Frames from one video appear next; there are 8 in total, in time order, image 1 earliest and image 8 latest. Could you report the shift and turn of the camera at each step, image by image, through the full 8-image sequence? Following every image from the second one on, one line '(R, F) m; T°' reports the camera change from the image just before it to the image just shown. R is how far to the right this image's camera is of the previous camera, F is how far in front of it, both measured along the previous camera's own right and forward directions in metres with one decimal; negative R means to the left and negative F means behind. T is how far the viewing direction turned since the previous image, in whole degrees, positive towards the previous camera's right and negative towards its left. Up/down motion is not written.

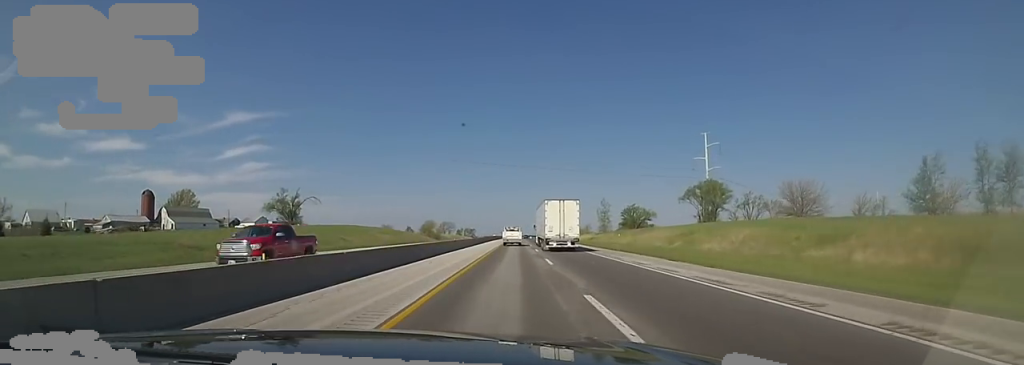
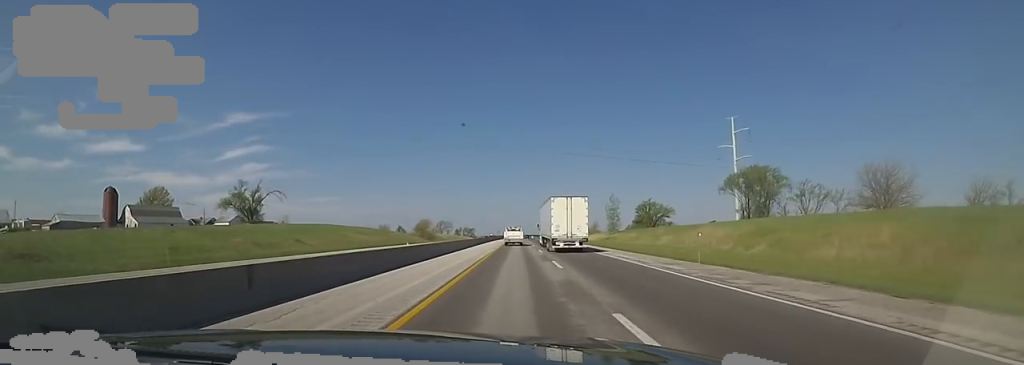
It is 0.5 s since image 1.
(-0.1, +18.0) m; 0°
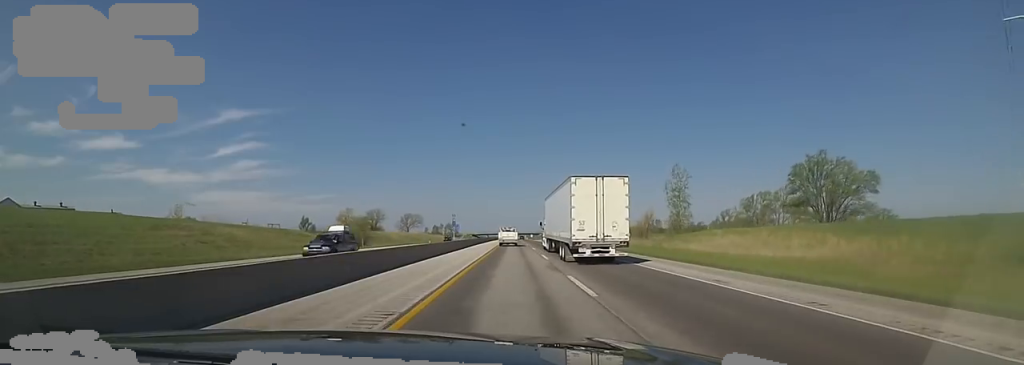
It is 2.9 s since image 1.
(+0.2, +84.8) m; -2°
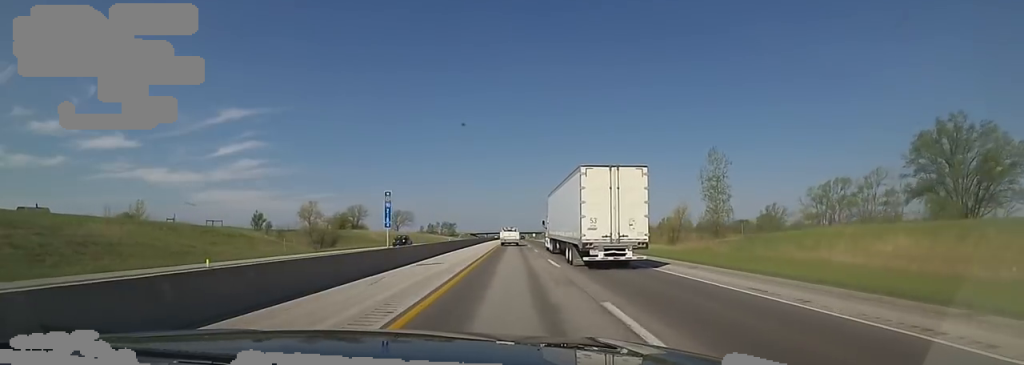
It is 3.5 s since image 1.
(-0.6, +21.5) m; -1°
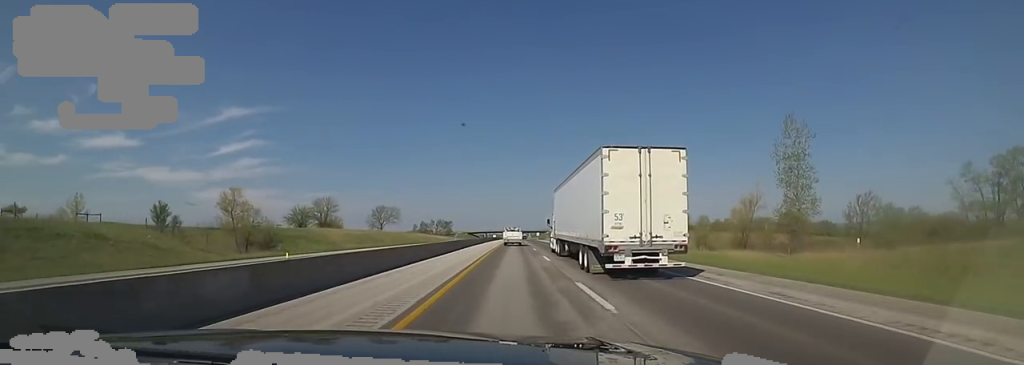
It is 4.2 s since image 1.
(-0.7, +27.4) m; 0°
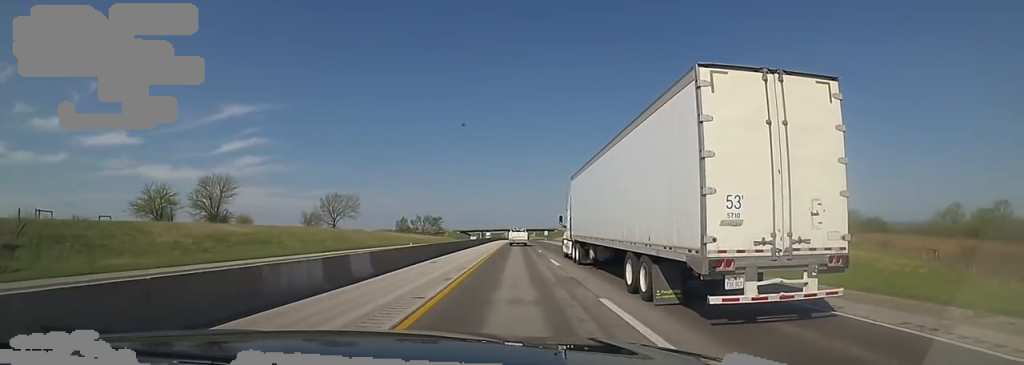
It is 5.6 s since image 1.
(+1.9, +48.8) m; +2°
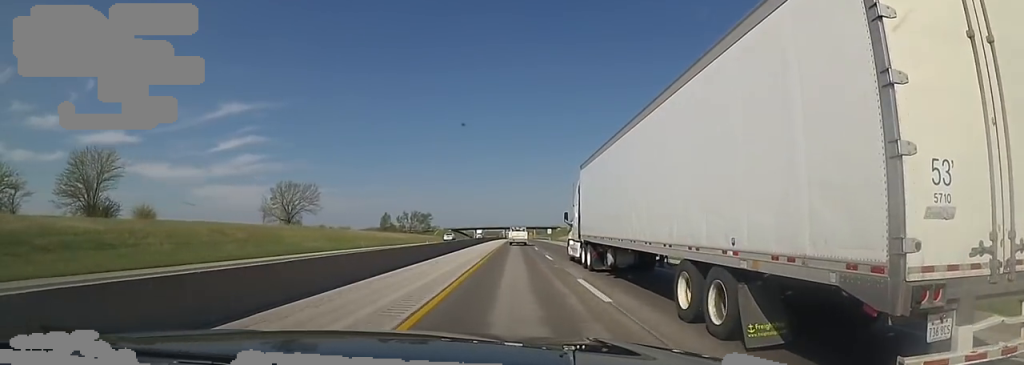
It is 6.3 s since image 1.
(0.0, +26.2) m; 0°
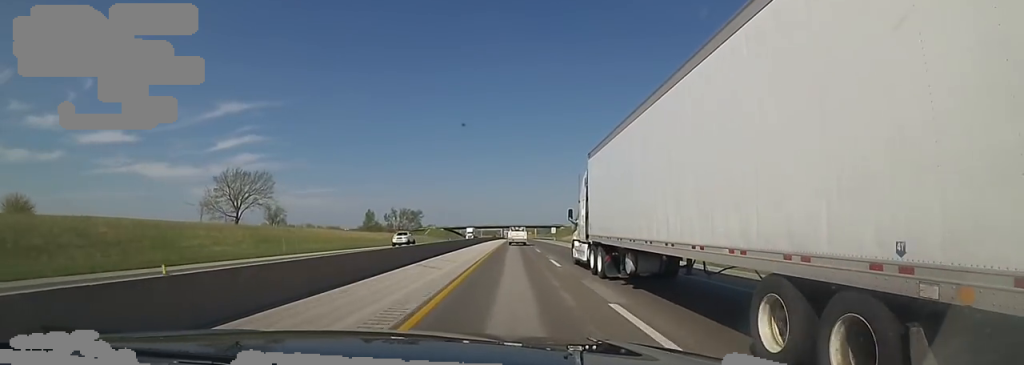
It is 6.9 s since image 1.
(-0.1, +20.2) m; 0°
